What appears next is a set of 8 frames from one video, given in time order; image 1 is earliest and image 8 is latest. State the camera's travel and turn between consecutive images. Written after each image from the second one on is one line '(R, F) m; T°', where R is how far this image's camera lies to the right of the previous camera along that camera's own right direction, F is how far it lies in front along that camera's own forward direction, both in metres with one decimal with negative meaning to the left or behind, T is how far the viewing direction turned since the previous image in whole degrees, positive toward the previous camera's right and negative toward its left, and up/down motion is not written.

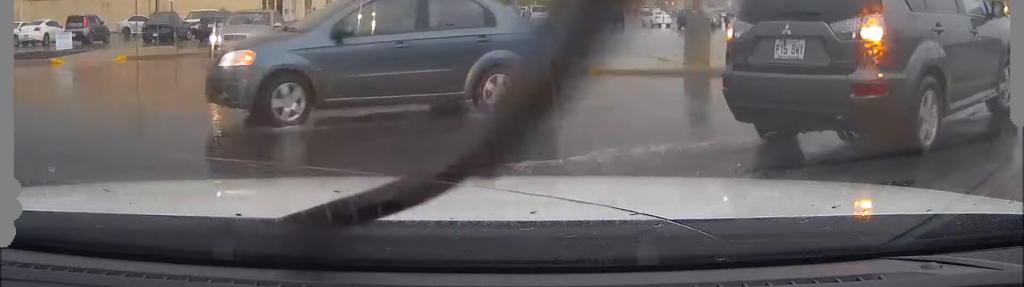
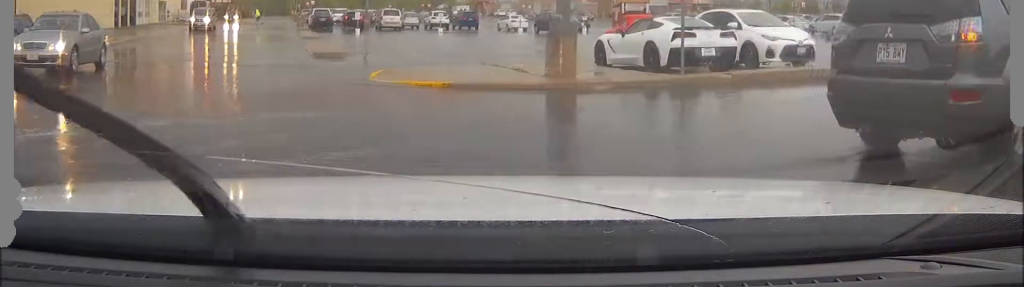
(+0.2, +2.6) m; +9°
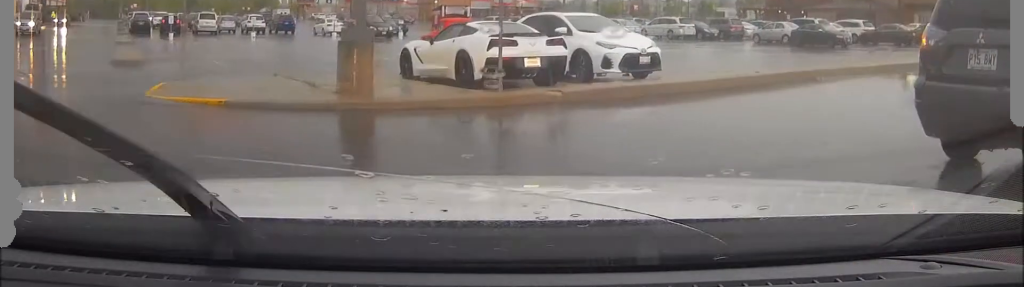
(+0.2, +2.5) m; +2°
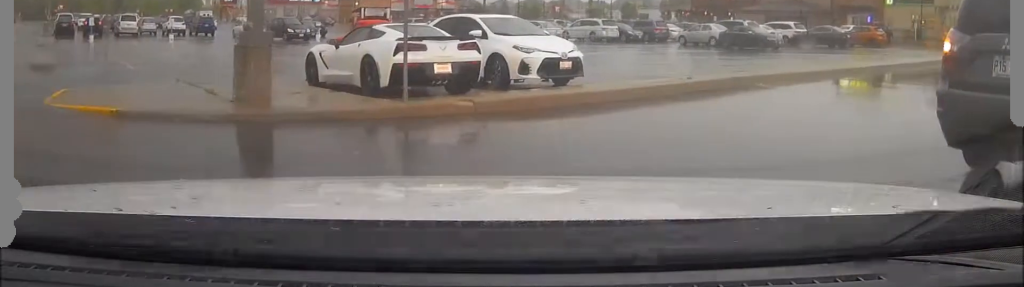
(-0.1, +1.0) m; +1°
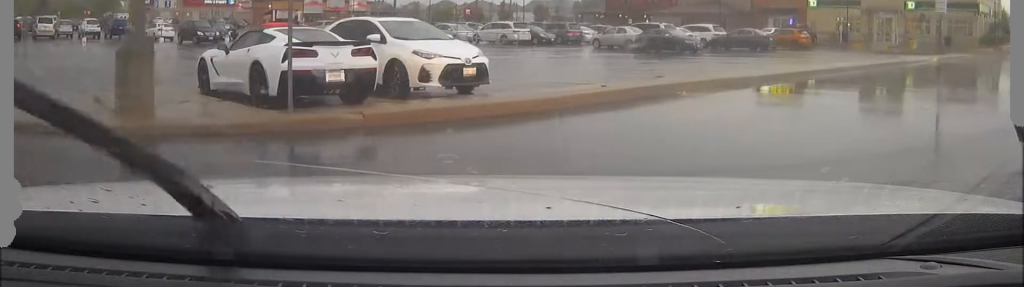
(+0.1, +1.2) m; +19°
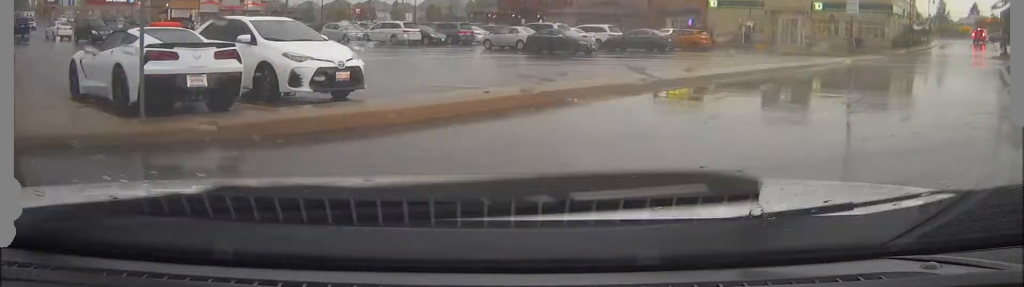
(+0.3, +1.2) m; +23°
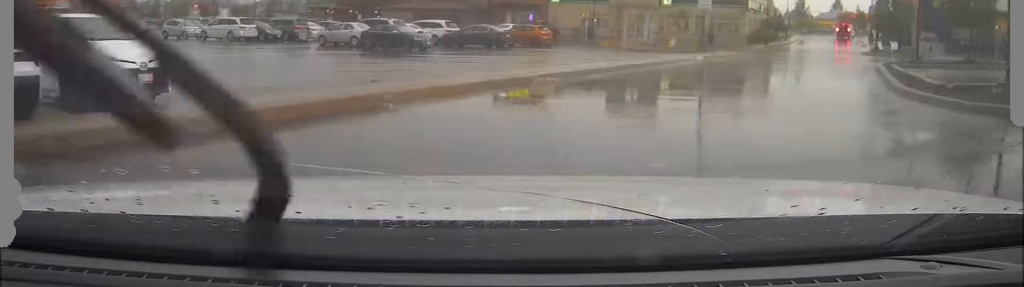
(+0.2, +1.3) m; +16°
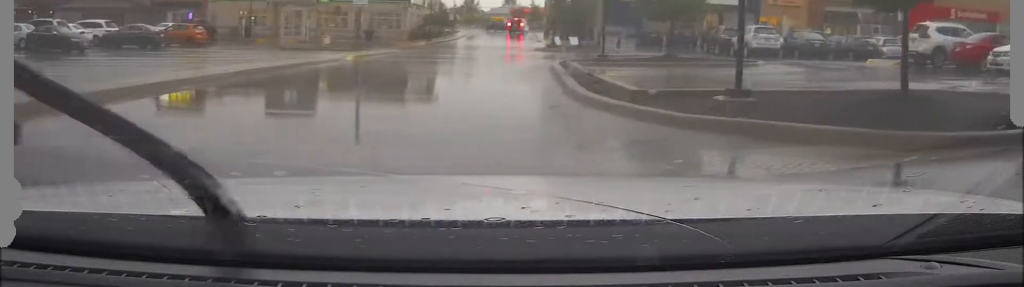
(+0.4, +2.7) m; +18°
